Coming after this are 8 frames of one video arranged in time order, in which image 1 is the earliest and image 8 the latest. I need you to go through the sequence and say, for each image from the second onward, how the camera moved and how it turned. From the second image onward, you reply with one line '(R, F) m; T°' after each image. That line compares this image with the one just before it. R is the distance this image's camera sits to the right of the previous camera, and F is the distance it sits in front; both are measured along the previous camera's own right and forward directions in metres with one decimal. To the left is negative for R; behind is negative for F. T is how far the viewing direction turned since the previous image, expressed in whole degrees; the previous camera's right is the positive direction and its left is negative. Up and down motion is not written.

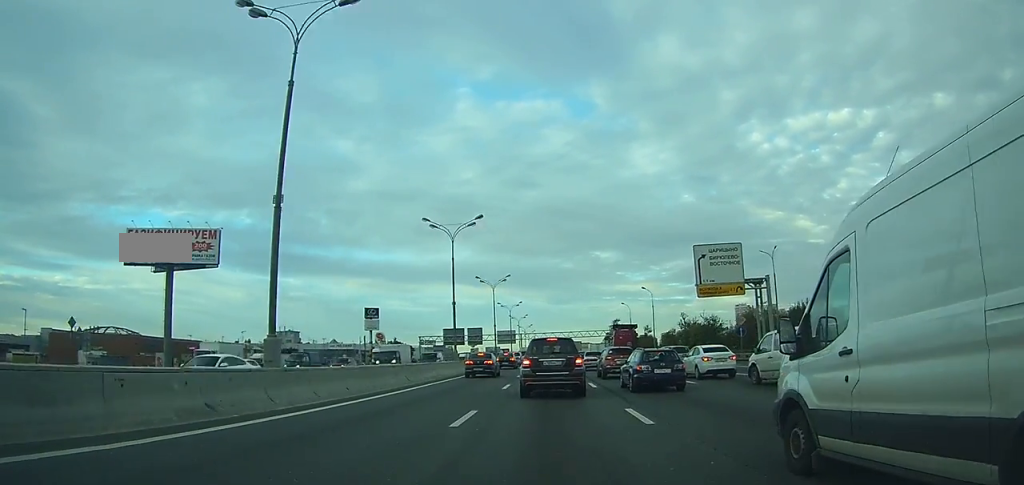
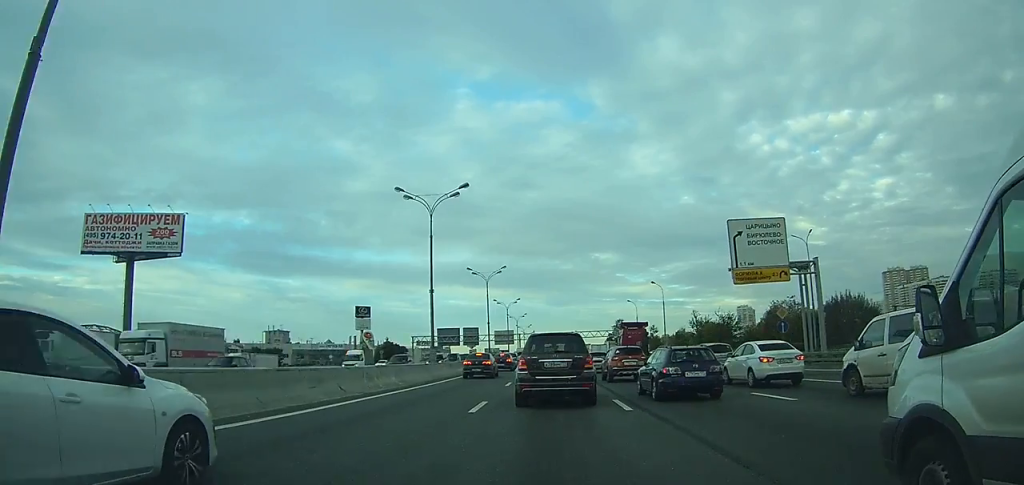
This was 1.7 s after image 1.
(0.0, +10.2) m; 0°
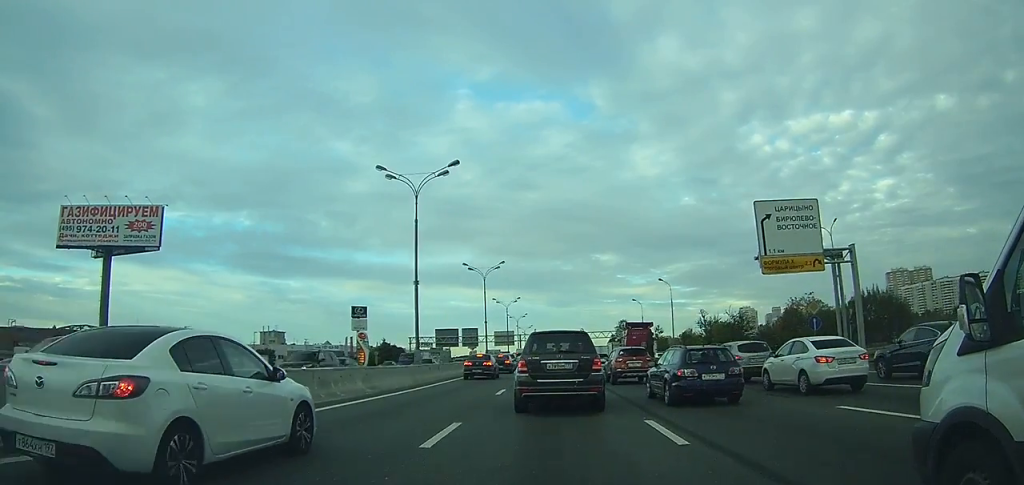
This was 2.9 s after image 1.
(0.0, +6.2) m; +1°
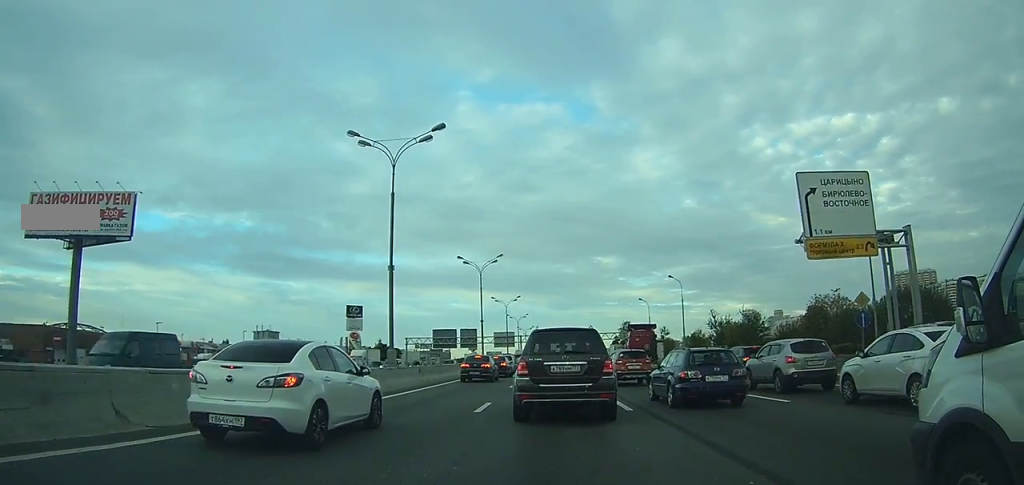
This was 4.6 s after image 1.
(0.0, +7.4) m; +2°
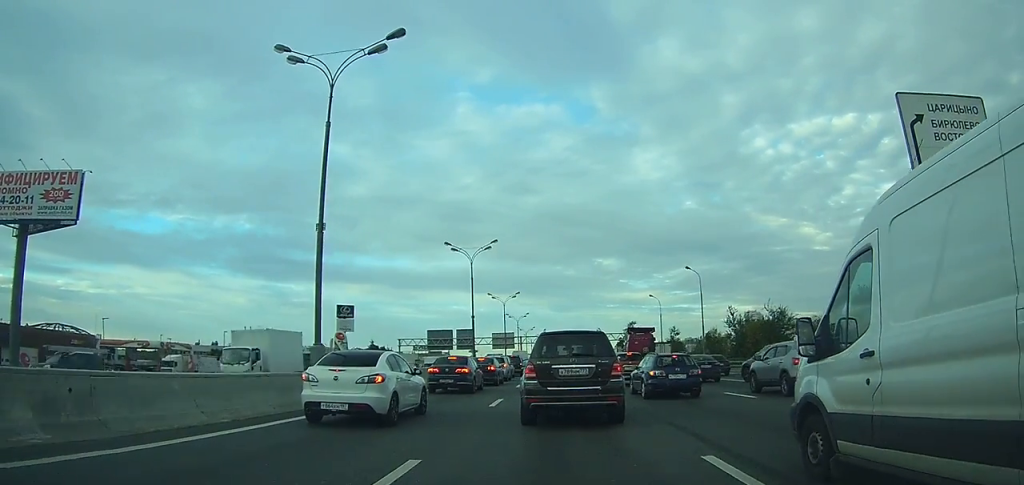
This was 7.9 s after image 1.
(-0.2, +10.7) m; -5°
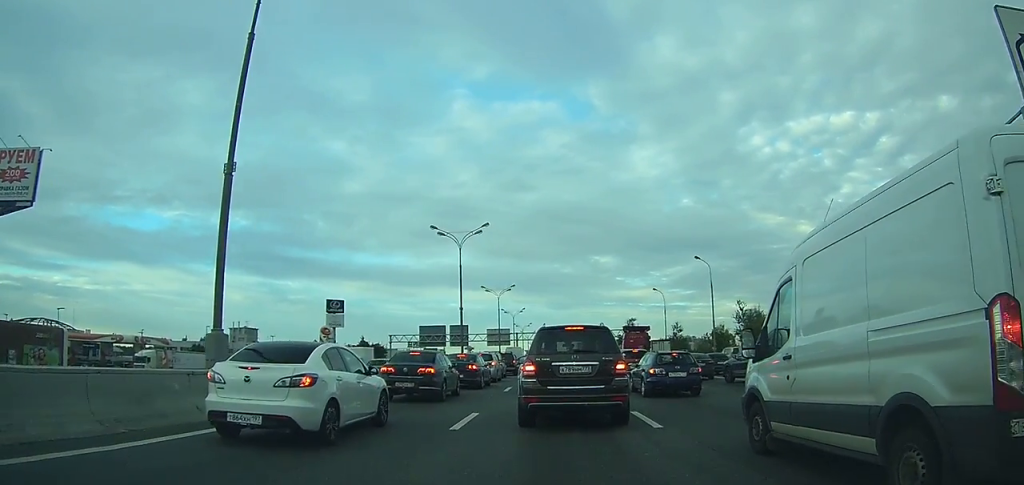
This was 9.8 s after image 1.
(0.0, +5.2) m; -1°
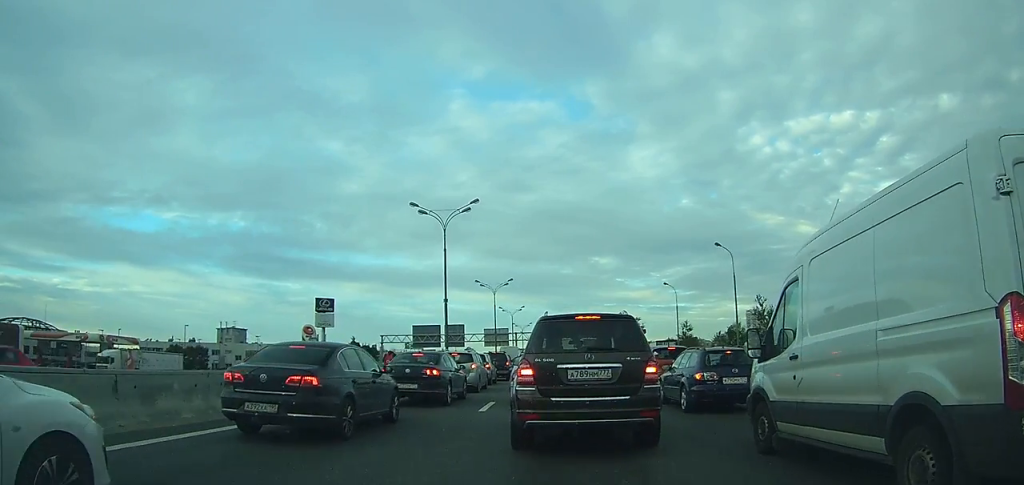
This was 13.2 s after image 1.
(-0.1, +8.0) m; -2°
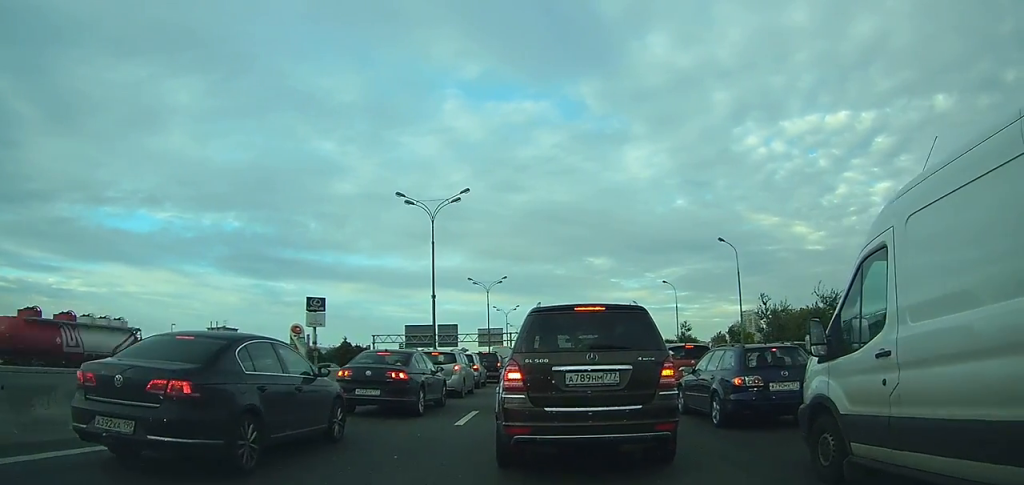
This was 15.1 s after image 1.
(0.0, +3.3) m; -1°
